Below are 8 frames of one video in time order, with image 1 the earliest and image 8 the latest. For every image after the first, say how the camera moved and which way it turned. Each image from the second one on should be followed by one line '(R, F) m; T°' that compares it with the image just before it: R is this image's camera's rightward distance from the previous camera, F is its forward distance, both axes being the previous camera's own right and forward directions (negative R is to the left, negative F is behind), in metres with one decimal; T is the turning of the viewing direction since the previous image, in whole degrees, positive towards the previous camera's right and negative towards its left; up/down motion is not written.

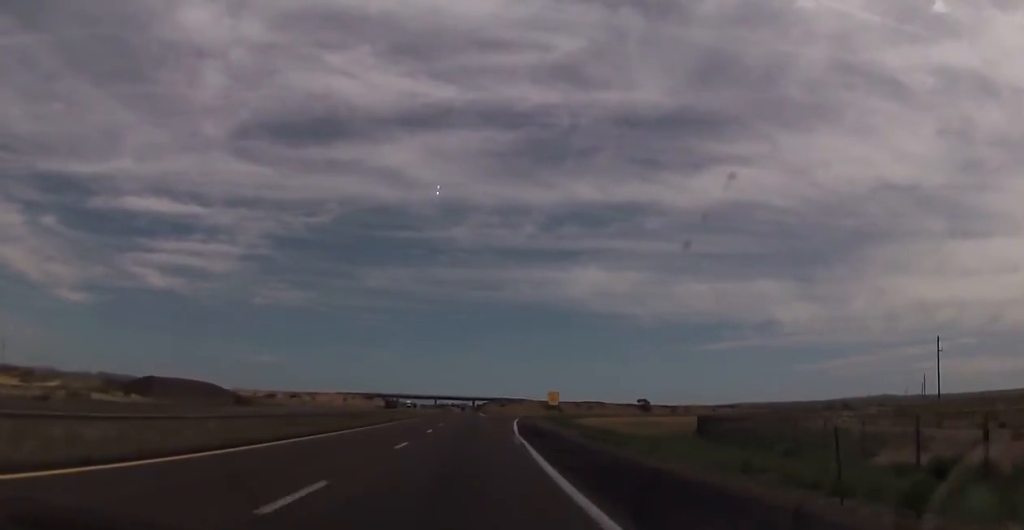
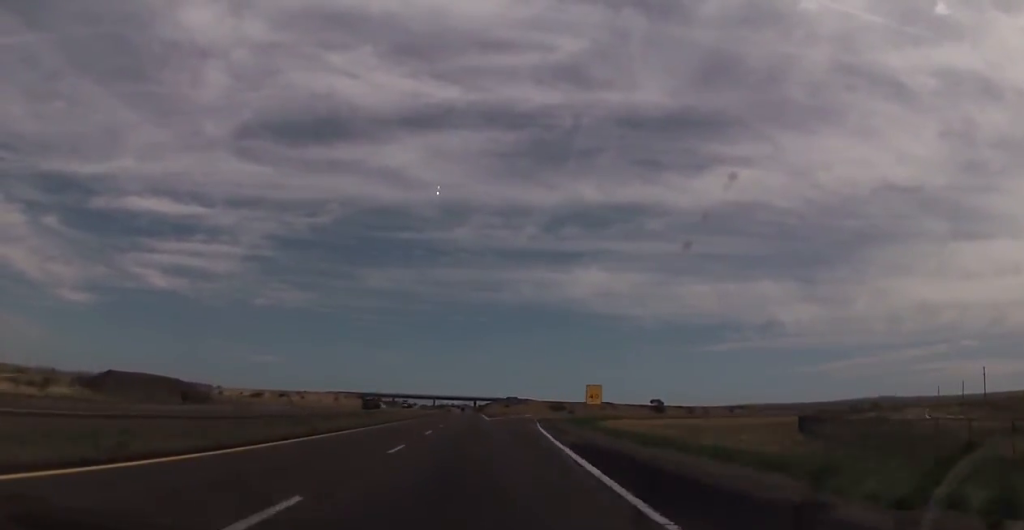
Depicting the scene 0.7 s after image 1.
(-0.1, +26.7) m; 0°
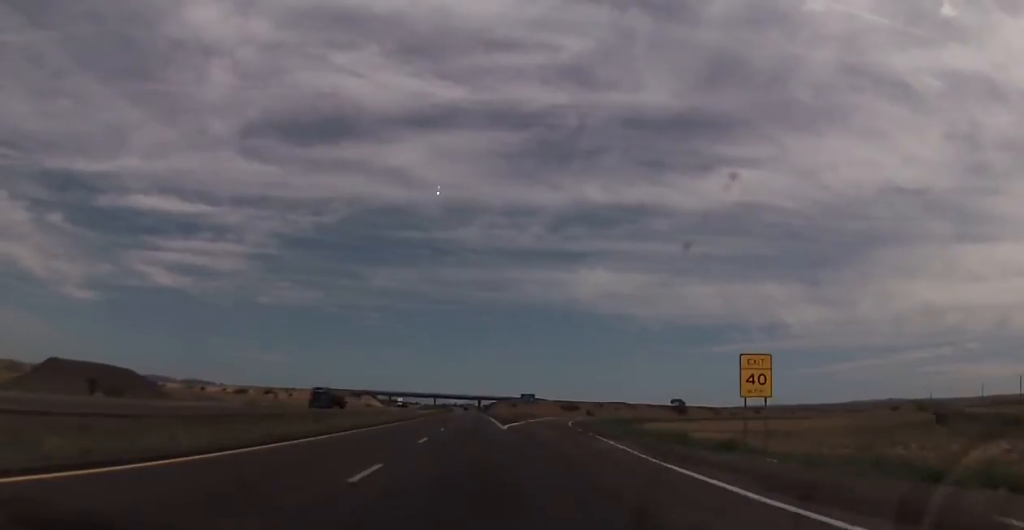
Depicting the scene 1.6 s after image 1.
(0.0, +31.5) m; 0°
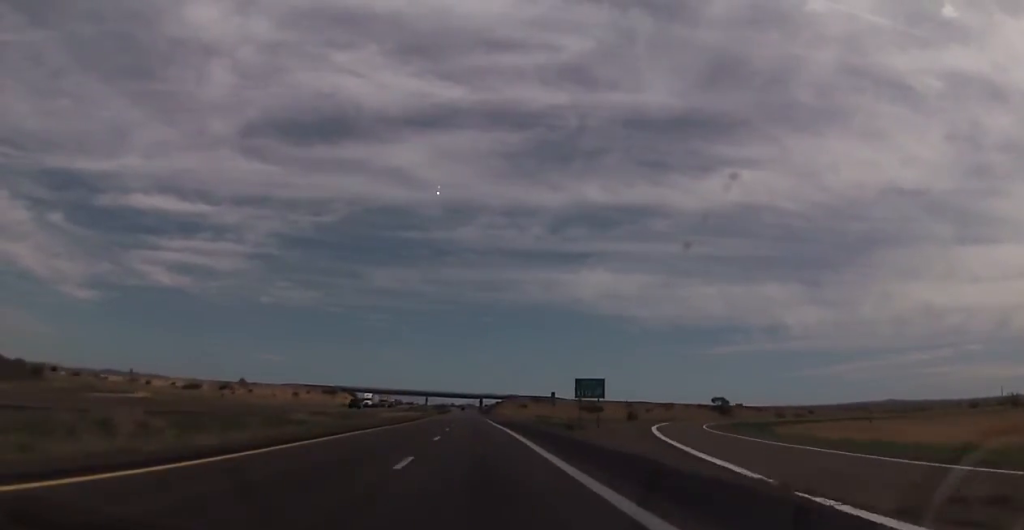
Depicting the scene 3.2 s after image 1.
(0.0, +59.0) m; 0°
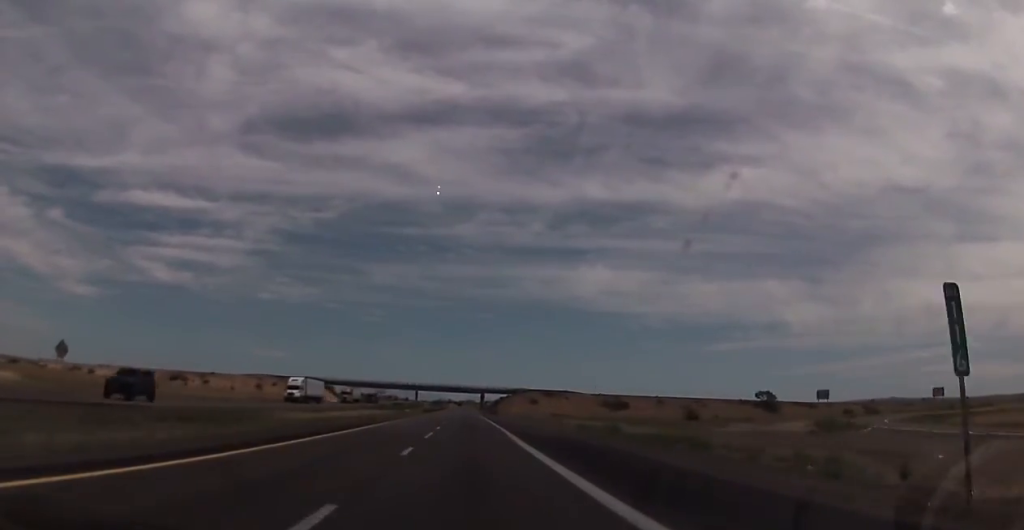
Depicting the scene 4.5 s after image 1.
(0.0, +45.7) m; 0°
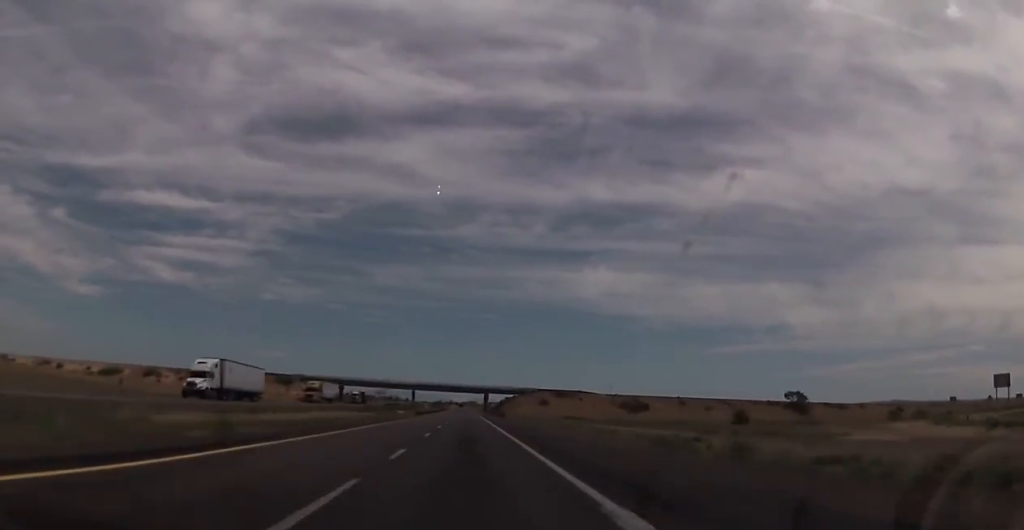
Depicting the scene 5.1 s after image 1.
(+0.1, +21.6) m; 0°
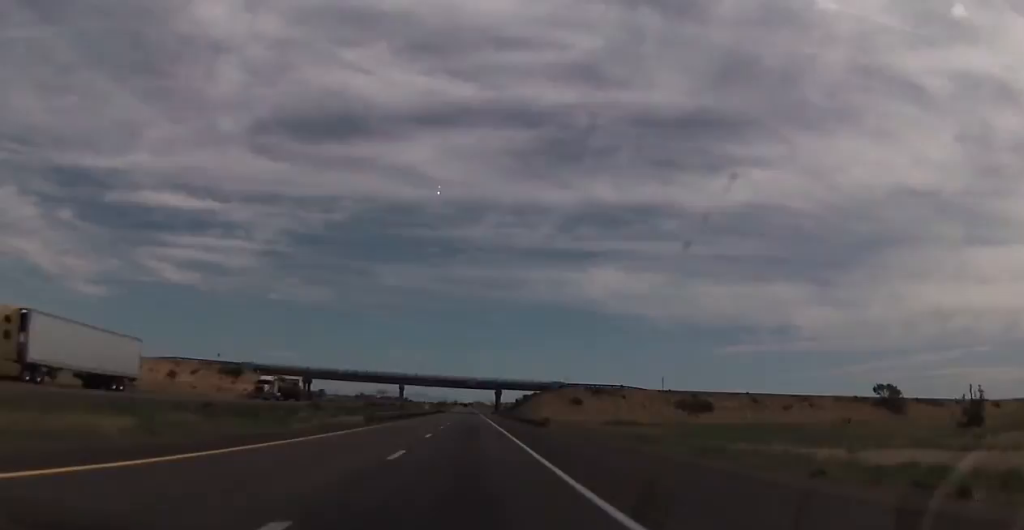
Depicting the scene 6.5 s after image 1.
(-0.6, +49.3) m; 0°
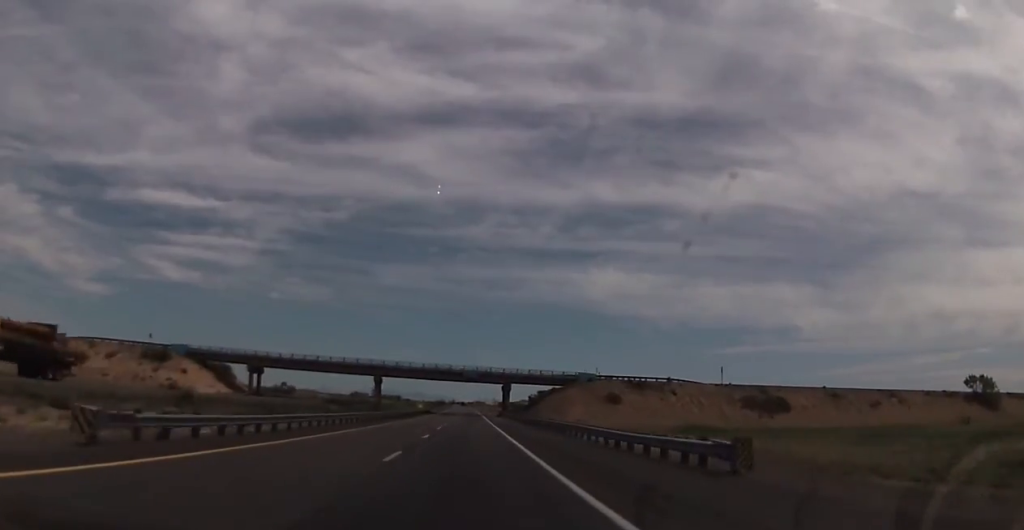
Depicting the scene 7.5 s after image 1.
(+0.5, +37.3) m; 0°
